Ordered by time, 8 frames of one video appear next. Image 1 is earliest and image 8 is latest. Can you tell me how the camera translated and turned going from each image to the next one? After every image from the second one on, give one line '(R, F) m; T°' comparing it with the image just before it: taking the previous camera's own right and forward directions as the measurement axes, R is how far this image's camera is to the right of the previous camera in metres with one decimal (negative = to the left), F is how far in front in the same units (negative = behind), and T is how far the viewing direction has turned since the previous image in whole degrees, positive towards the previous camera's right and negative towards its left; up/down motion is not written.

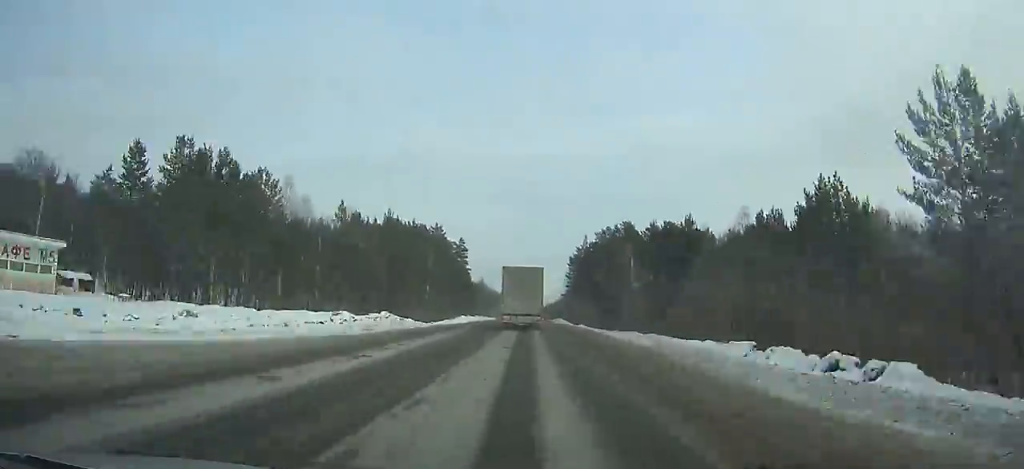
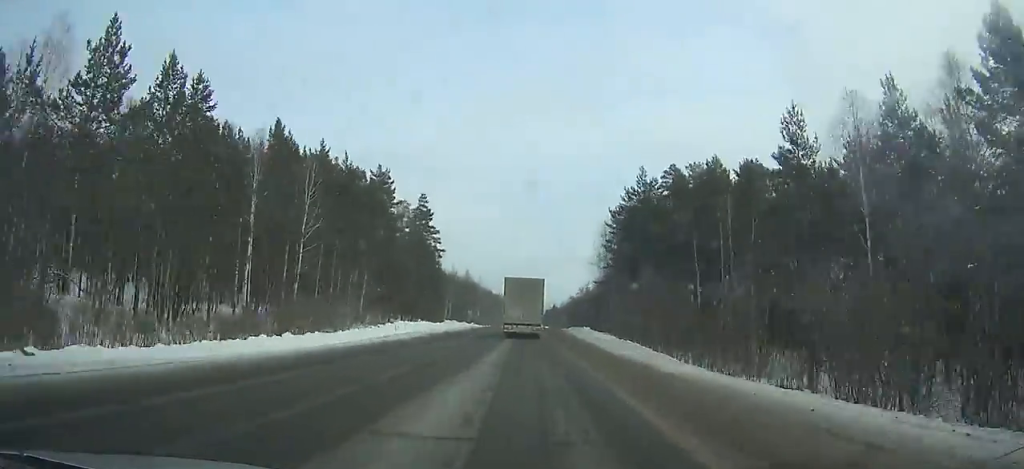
(+0.1, +61.6) m; 0°
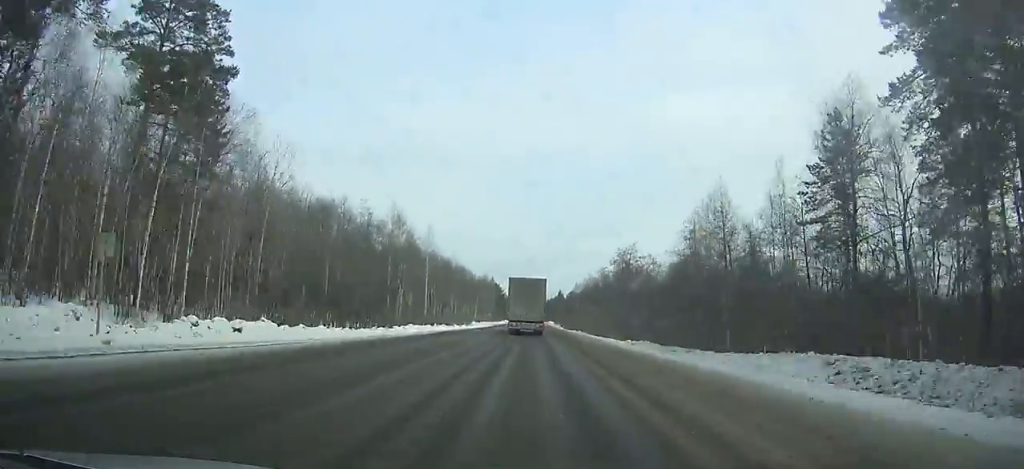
(+0.1, +90.9) m; 0°
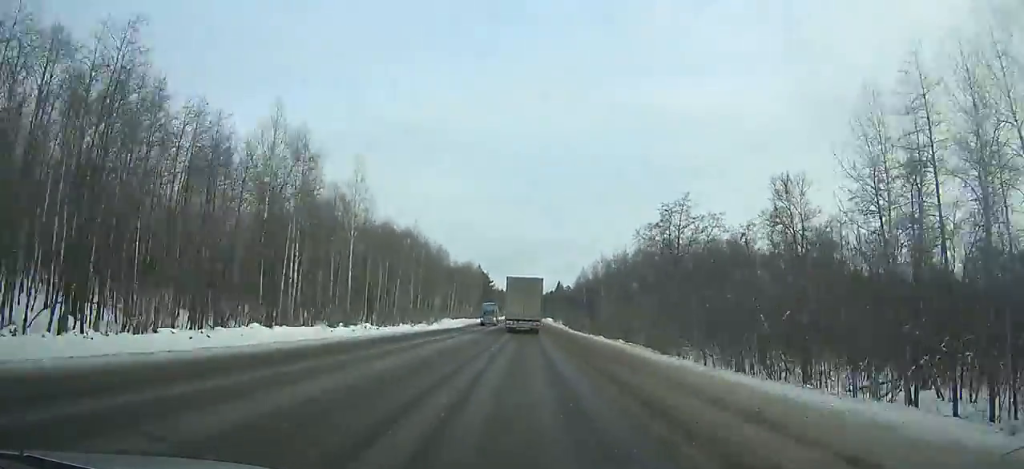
(0.0, +38.5) m; 0°
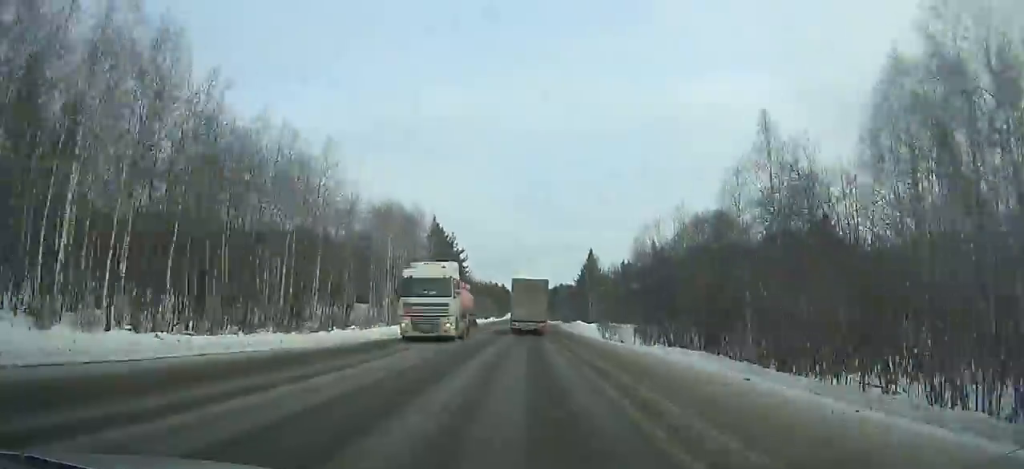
(-0.1, +104.3) m; 0°
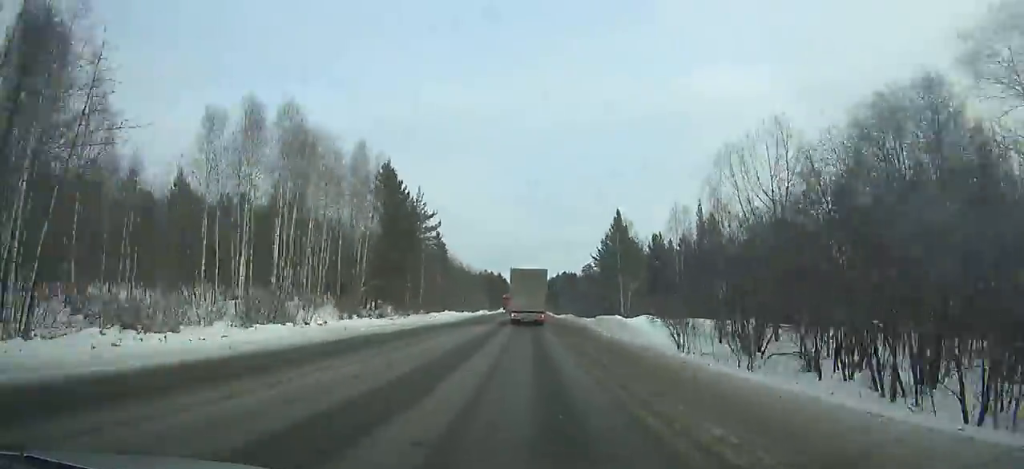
(+0.1, +33.9) m; 0°
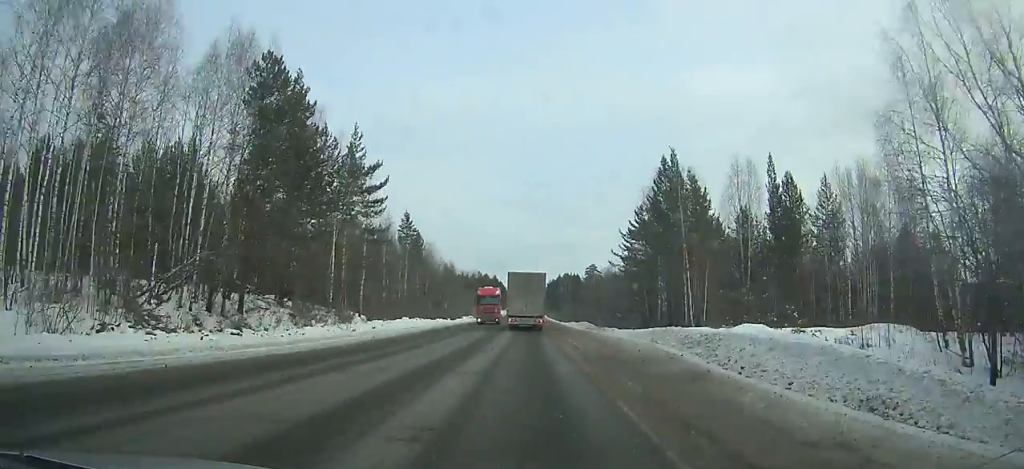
(+0.1, +27.6) m; 0°
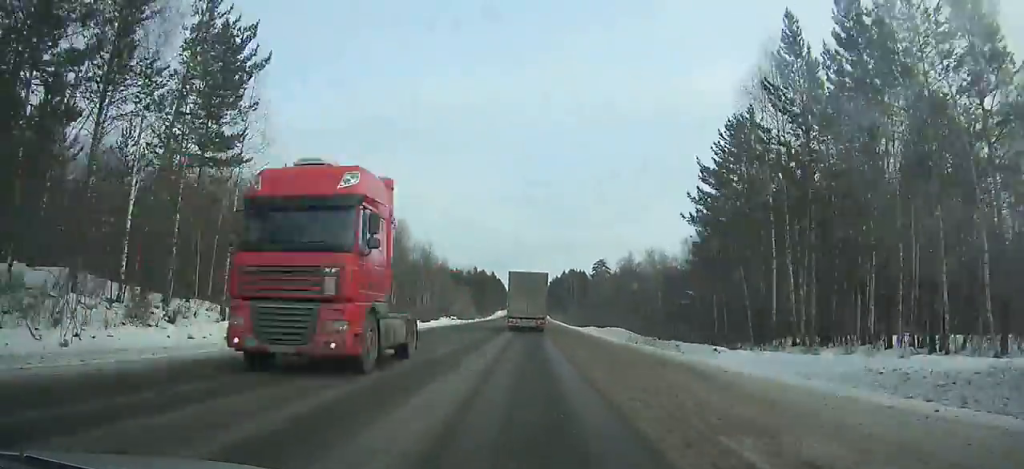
(0.0, +25.5) m; 0°
